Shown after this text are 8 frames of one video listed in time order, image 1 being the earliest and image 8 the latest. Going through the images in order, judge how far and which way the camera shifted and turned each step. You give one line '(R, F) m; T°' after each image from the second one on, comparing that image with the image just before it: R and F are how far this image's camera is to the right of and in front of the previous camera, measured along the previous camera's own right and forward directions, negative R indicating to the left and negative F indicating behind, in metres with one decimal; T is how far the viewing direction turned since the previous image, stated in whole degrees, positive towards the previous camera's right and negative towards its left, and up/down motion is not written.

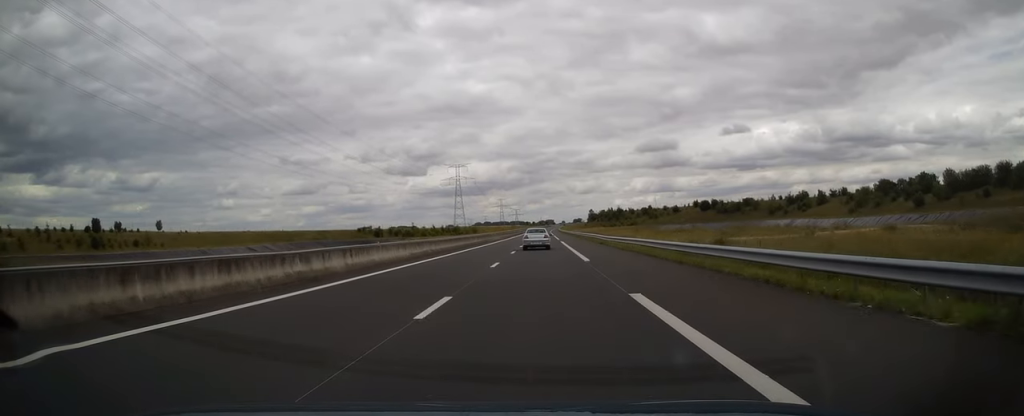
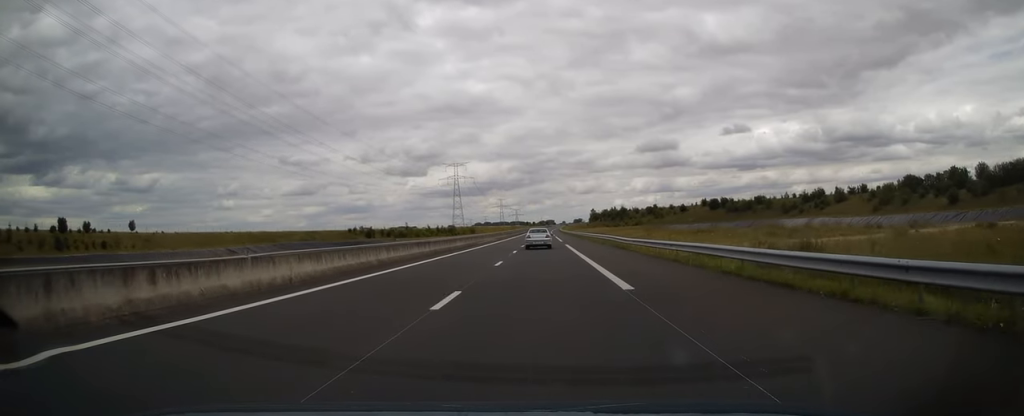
(0.0, +11.7) m; 0°
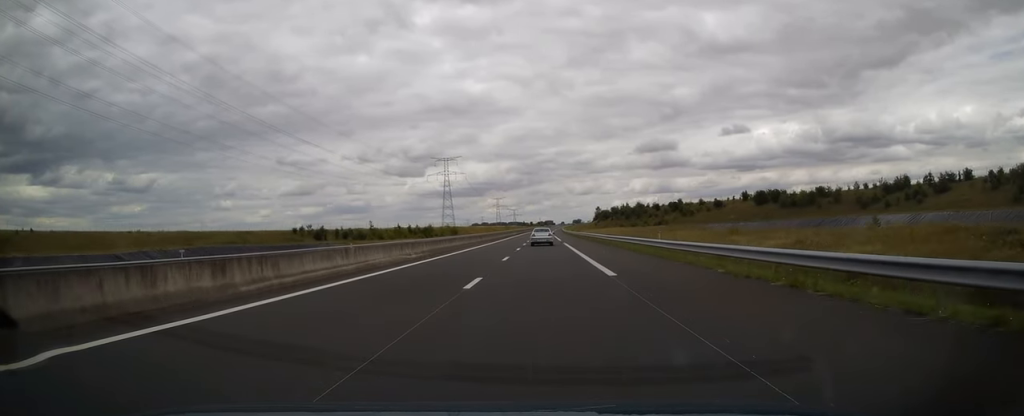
(0.0, +48.0) m; 0°
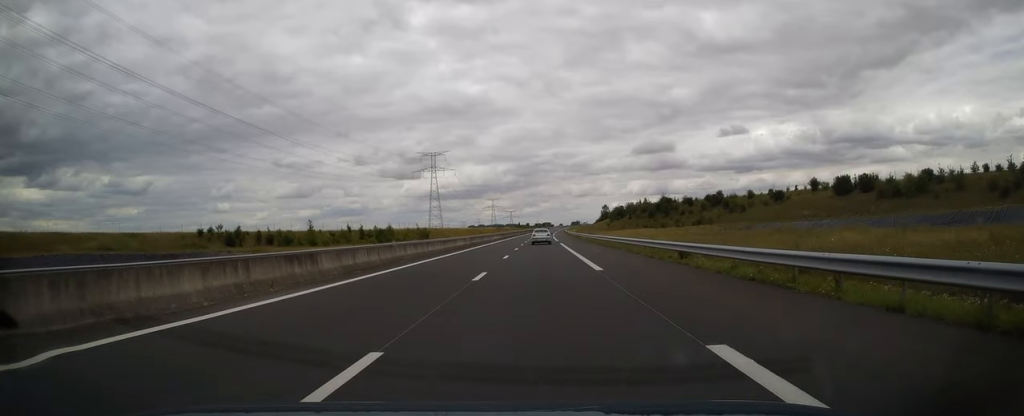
(+0.6, +48.9) m; +1°
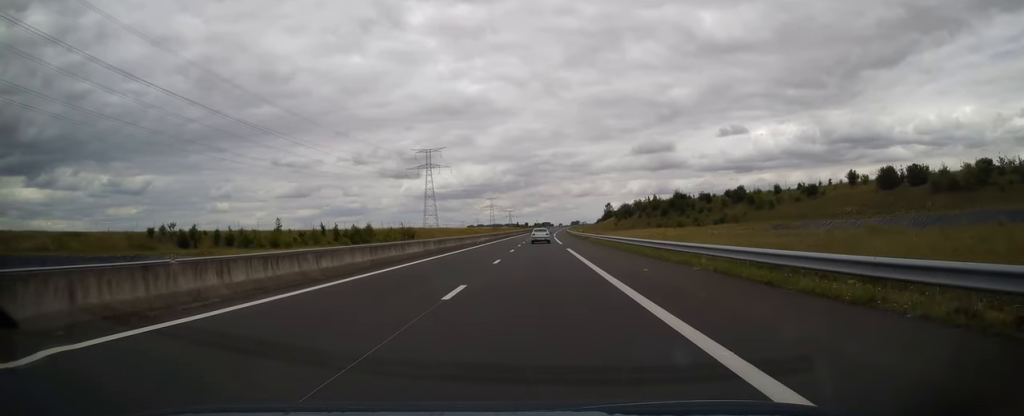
(-0.1, +17.6) m; 0°
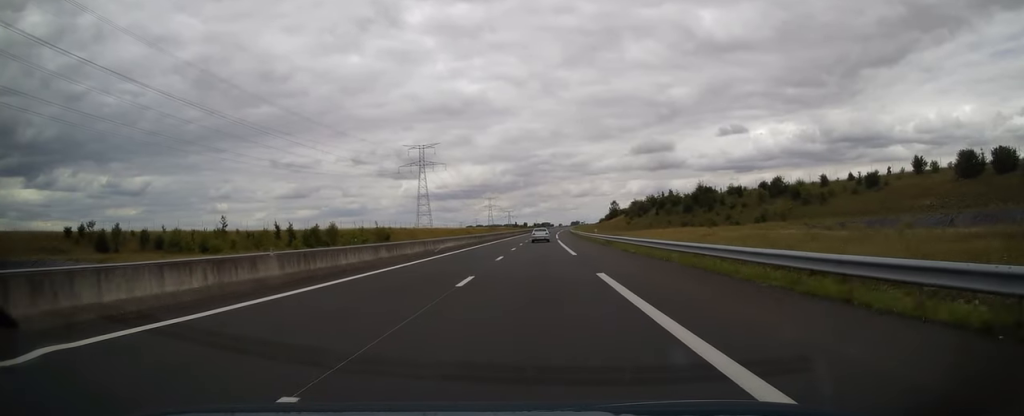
(-0.2, +23.0) m; -1°
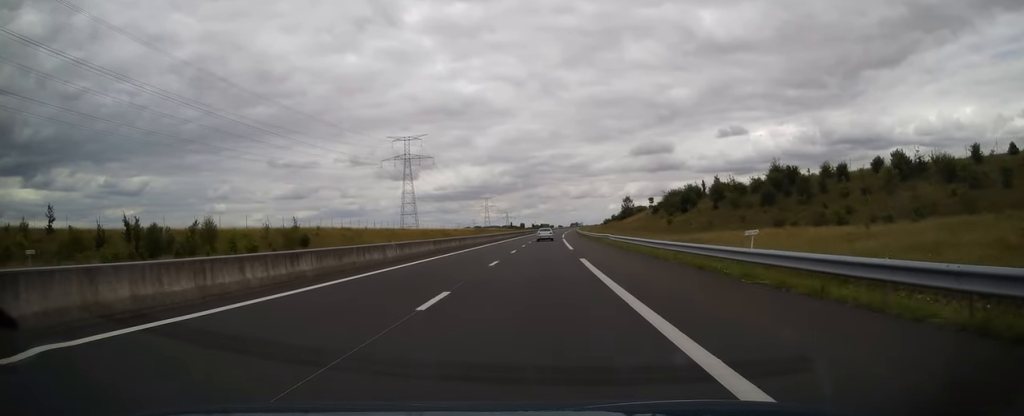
(0.0, +43.0) m; +1°
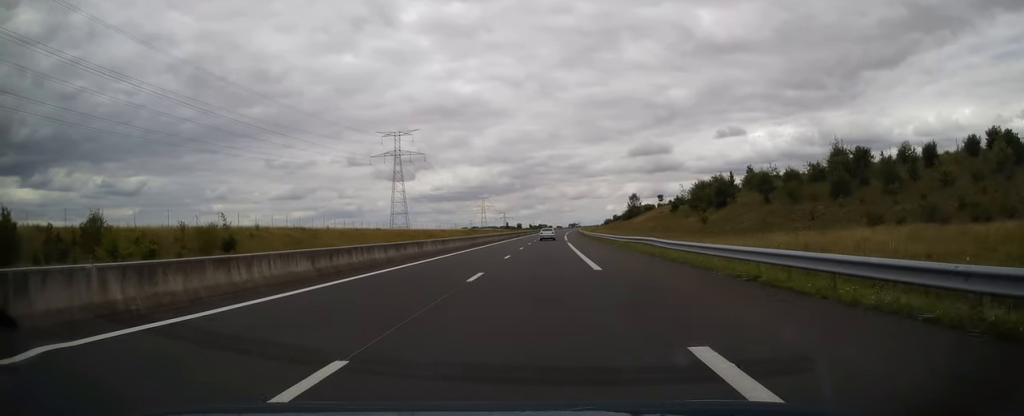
(+0.1, +20.0) m; 0°
